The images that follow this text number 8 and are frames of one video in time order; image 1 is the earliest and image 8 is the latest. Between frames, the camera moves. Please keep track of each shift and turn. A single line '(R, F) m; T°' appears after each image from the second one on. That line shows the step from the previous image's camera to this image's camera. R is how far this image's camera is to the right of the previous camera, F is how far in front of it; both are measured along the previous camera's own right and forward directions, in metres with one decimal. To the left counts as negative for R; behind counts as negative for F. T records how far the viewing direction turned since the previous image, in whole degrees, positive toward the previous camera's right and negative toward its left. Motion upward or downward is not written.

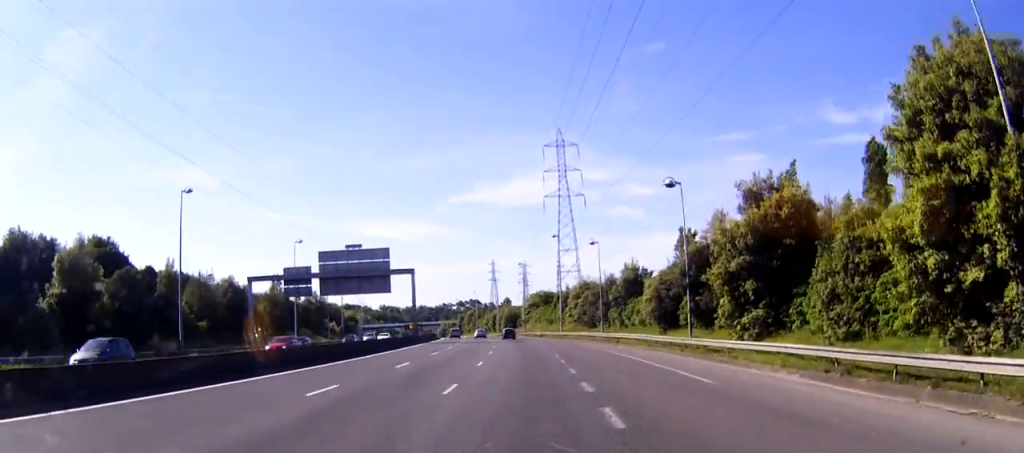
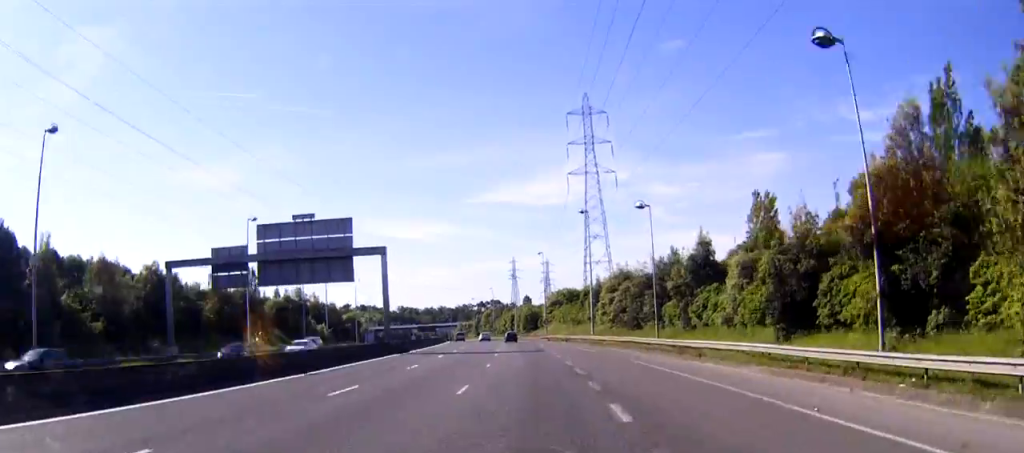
(-0.3, +25.0) m; -1°
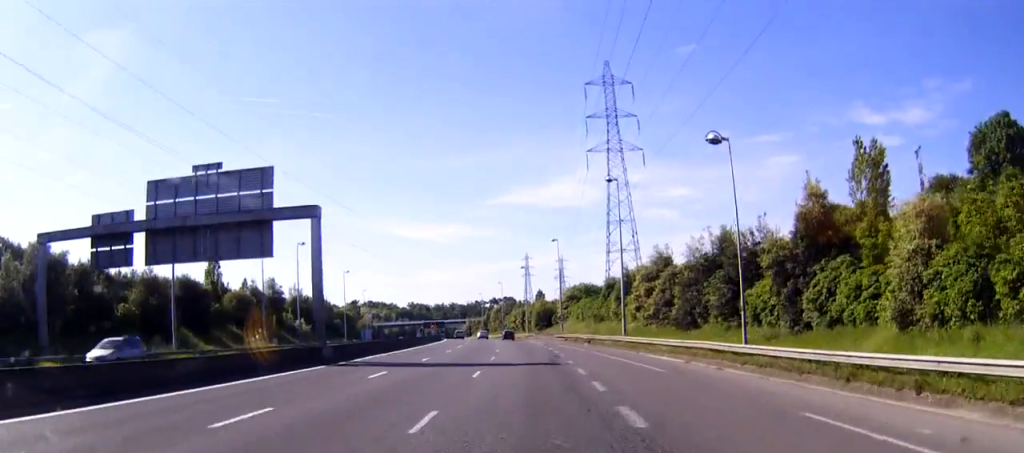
(-0.2, +20.9) m; -1°
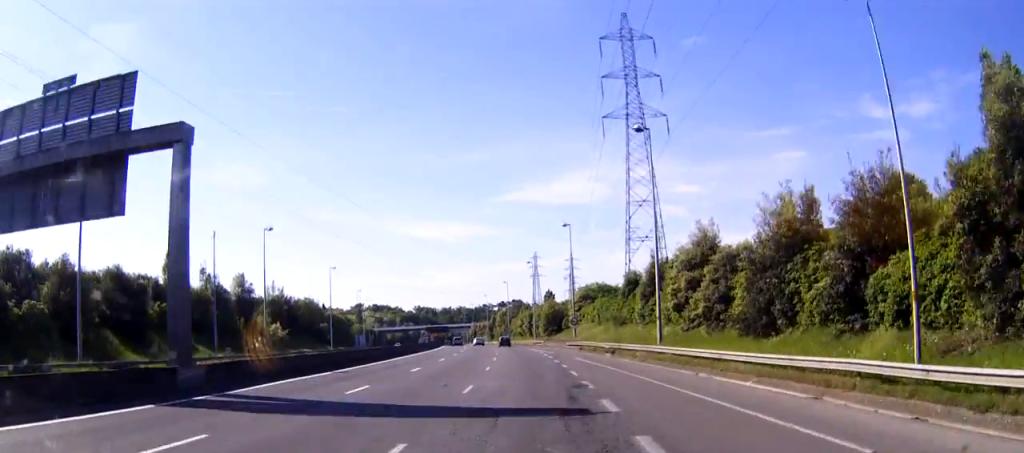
(-0.2, +16.1) m; -1°
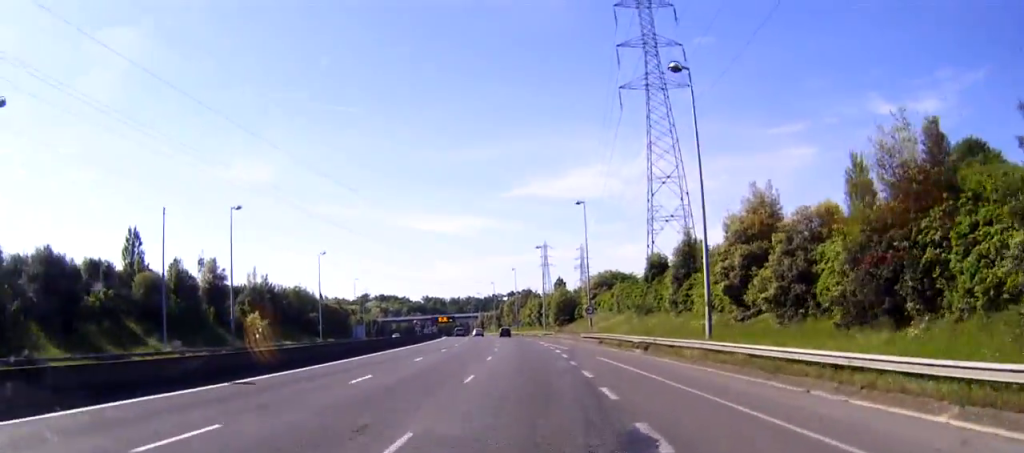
(-0.1, +12.6) m; -1°
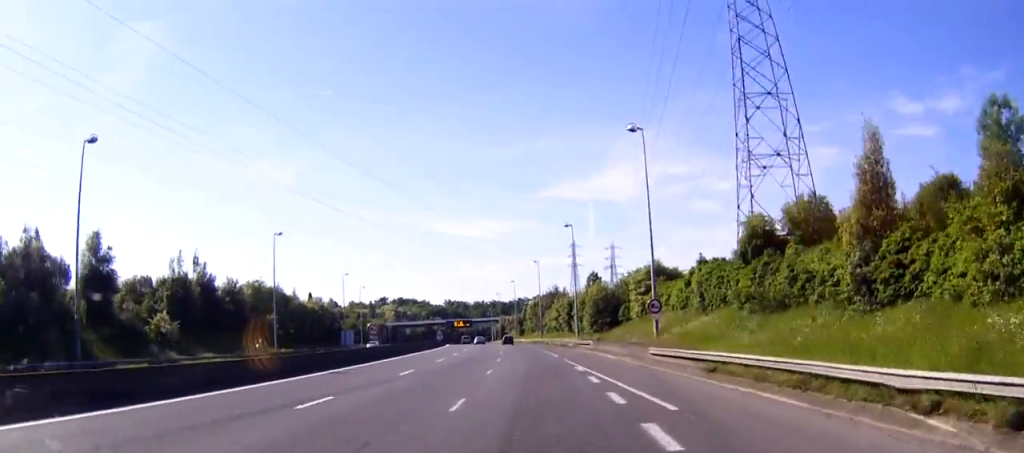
(-0.3, +32.3) m; -2°
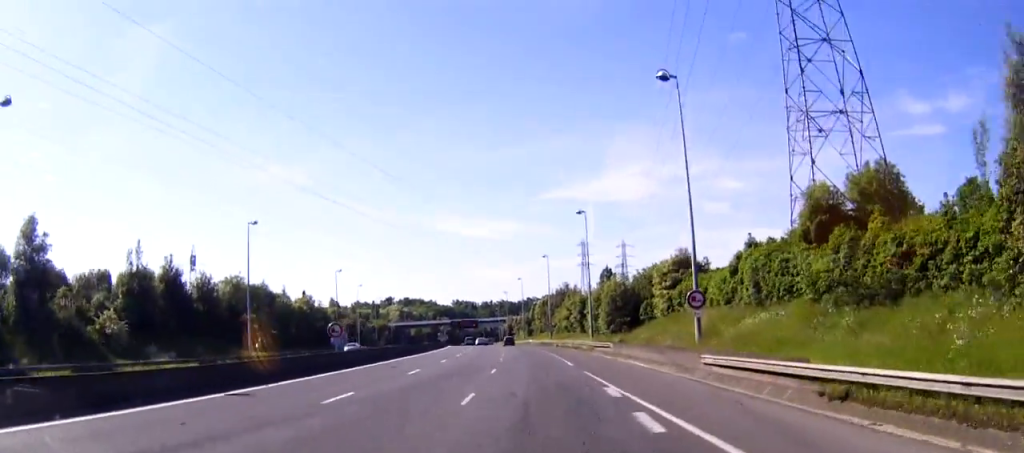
(0.0, +11.2) m; -1°
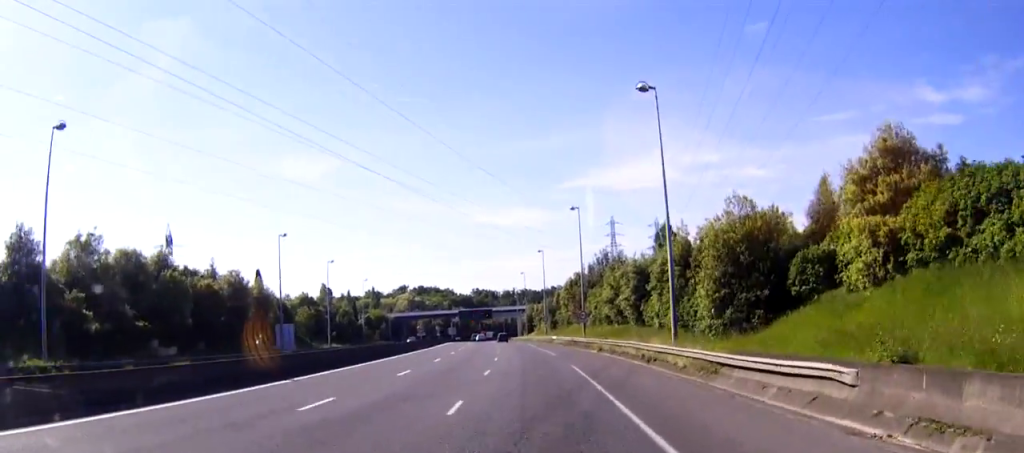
(-0.6, +41.0) m; -2°
